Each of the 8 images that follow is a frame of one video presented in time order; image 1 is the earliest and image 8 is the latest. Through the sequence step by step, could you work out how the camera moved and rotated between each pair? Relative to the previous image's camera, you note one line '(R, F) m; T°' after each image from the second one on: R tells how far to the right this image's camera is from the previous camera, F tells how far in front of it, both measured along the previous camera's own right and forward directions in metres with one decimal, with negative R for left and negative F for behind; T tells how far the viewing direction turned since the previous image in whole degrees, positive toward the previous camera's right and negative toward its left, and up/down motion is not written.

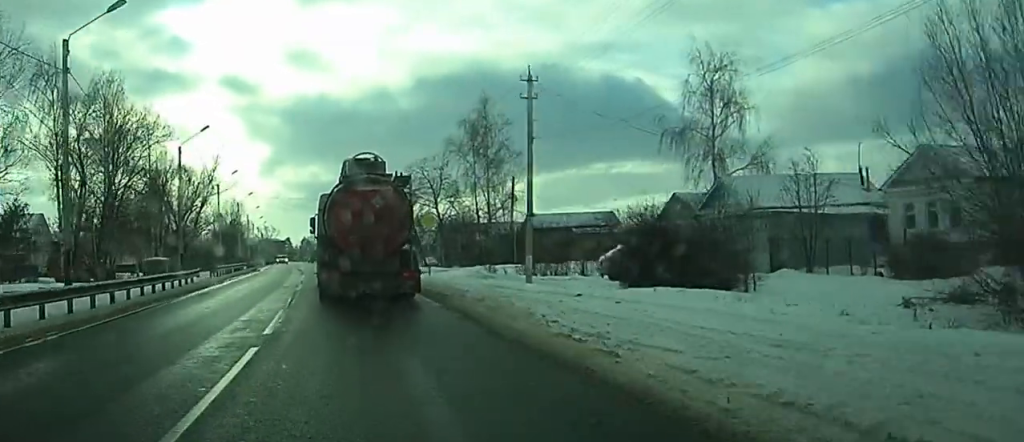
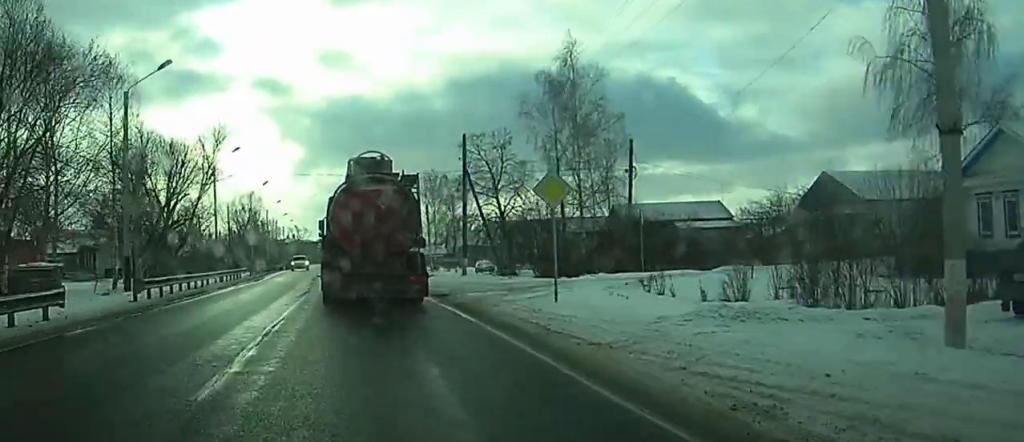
(-0.7, +21.8) m; -1°
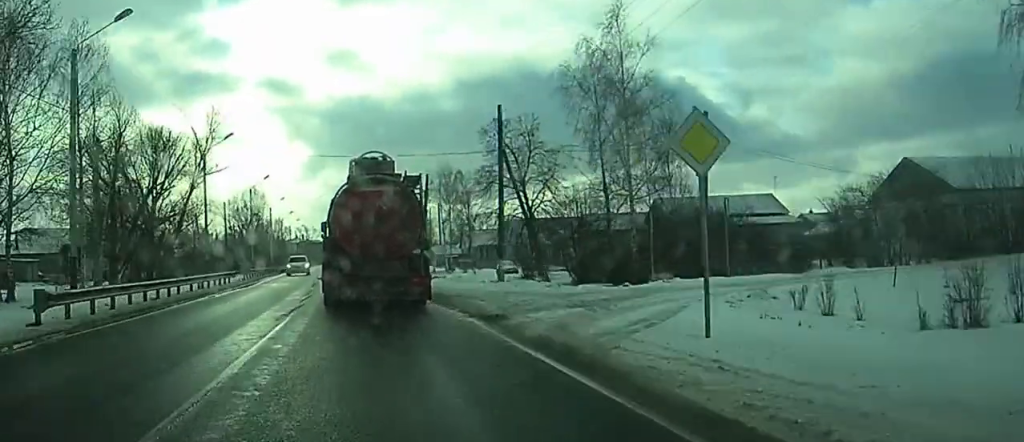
(0.0, +8.4) m; 0°
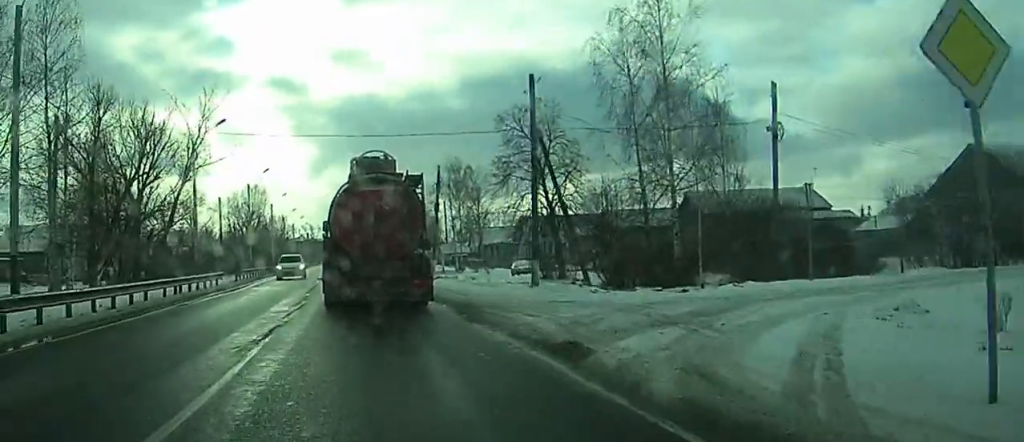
(+0.3, +5.3) m; 0°
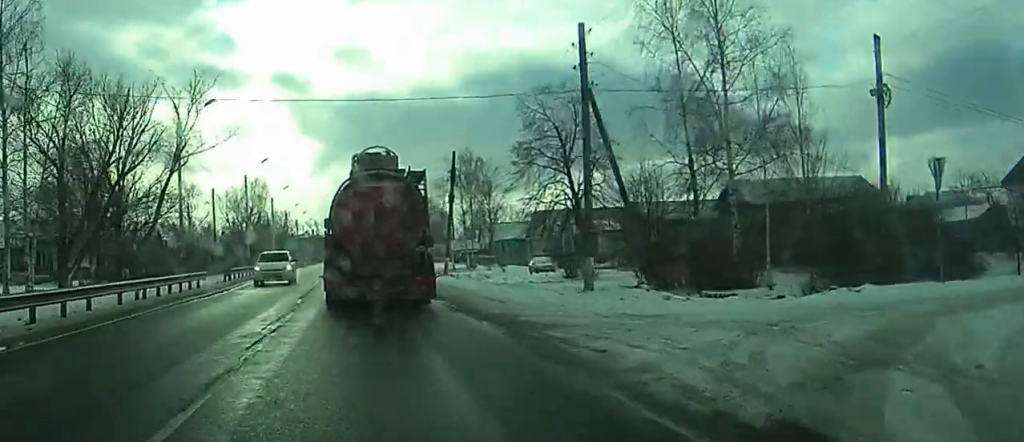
(+0.1, +5.8) m; 0°
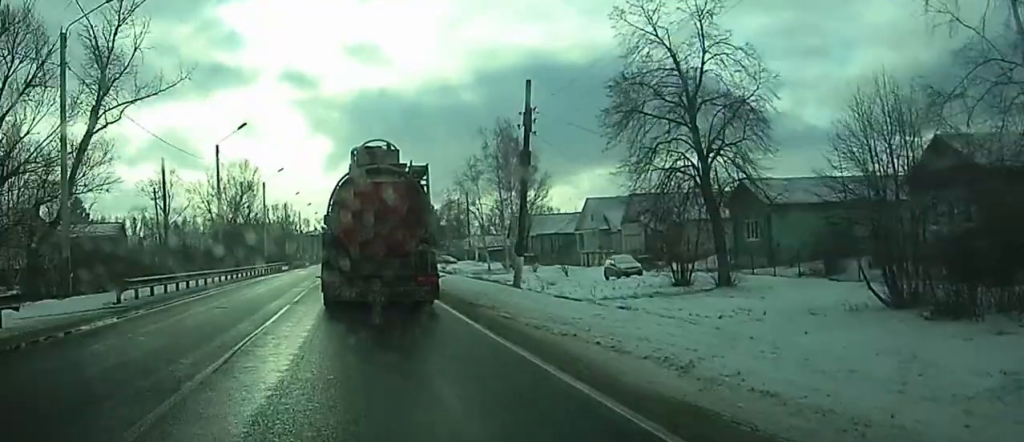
(-1.0, +20.4) m; -3°
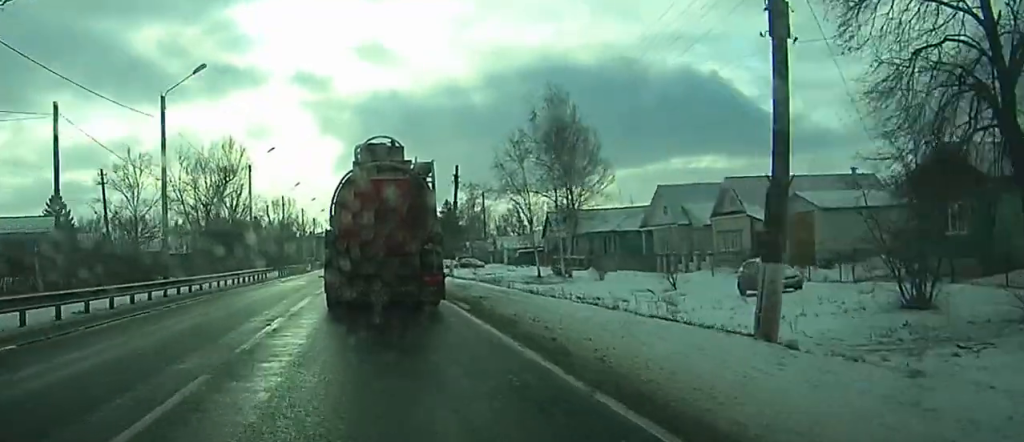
(-0.1, +19.8) m; -1°
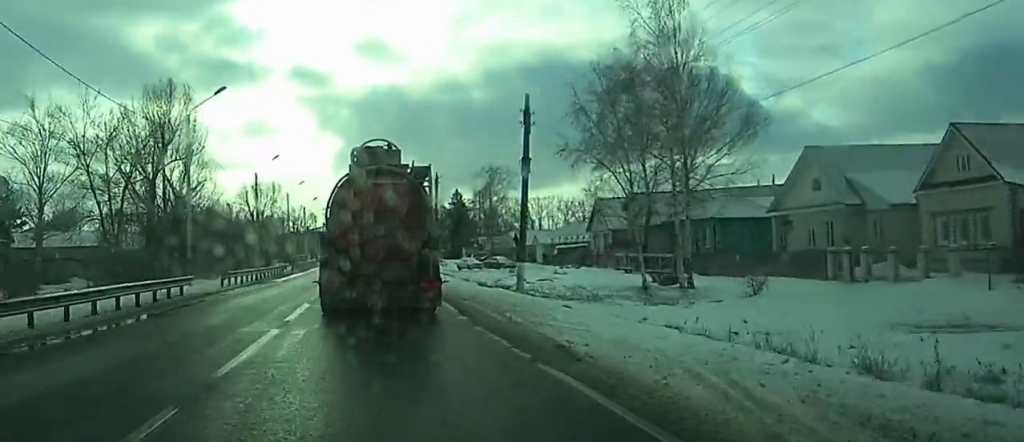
(-0.1, +26.9) m; 0°
